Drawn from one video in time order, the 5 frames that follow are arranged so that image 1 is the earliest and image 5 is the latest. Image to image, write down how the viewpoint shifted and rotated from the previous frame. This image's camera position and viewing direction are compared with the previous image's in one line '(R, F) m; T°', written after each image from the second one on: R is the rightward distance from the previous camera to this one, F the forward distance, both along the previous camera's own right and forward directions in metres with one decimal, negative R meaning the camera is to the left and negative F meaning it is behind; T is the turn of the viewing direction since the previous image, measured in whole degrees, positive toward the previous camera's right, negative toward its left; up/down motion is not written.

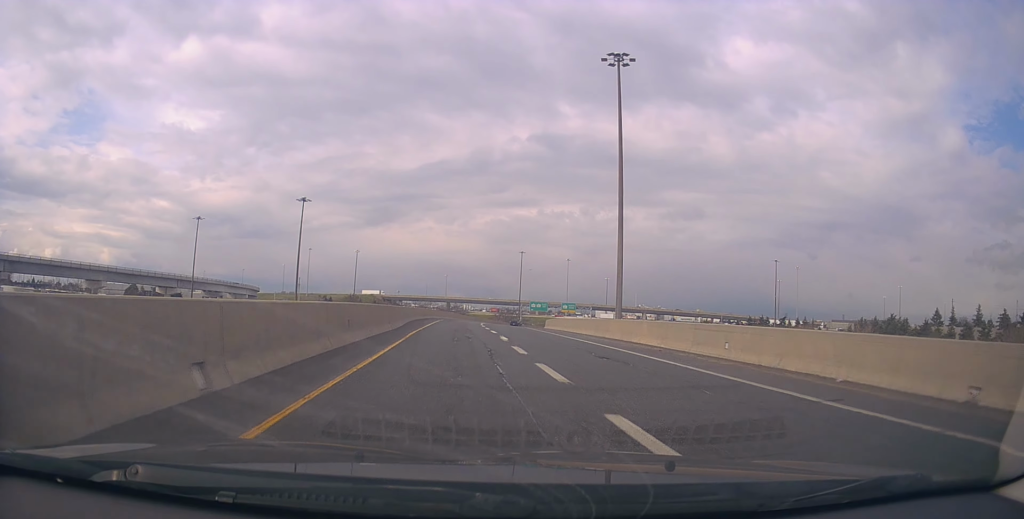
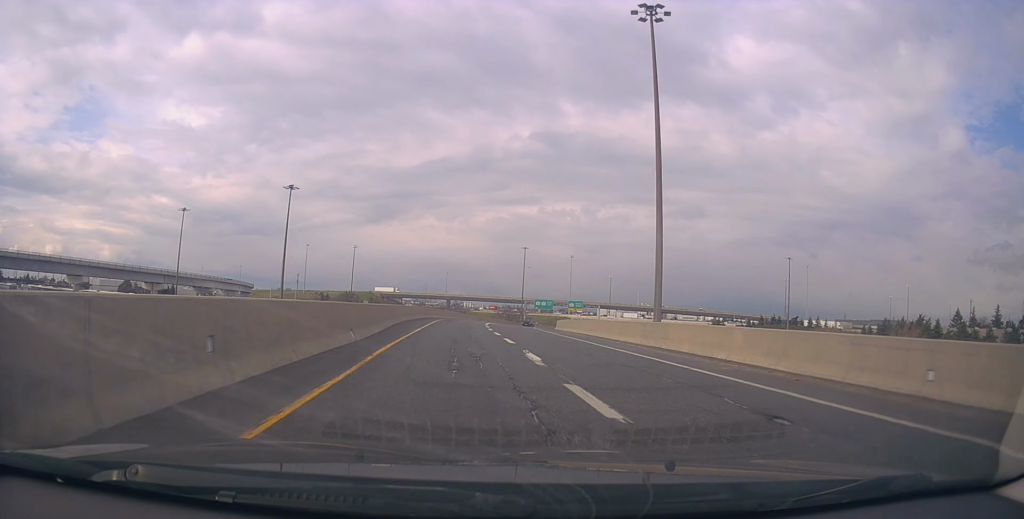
(-0.1, +9.1) m; 0°
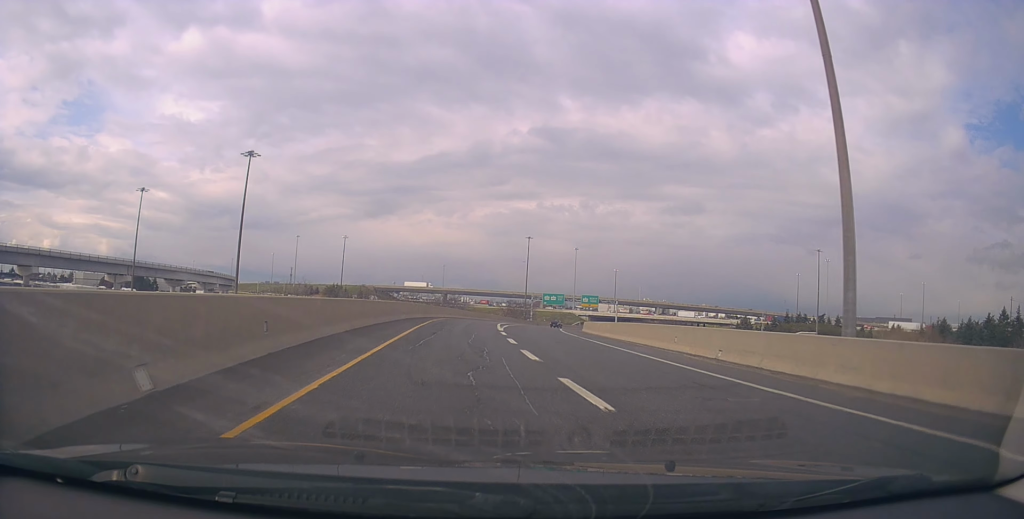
(+0.5, +20.2) m; +1°
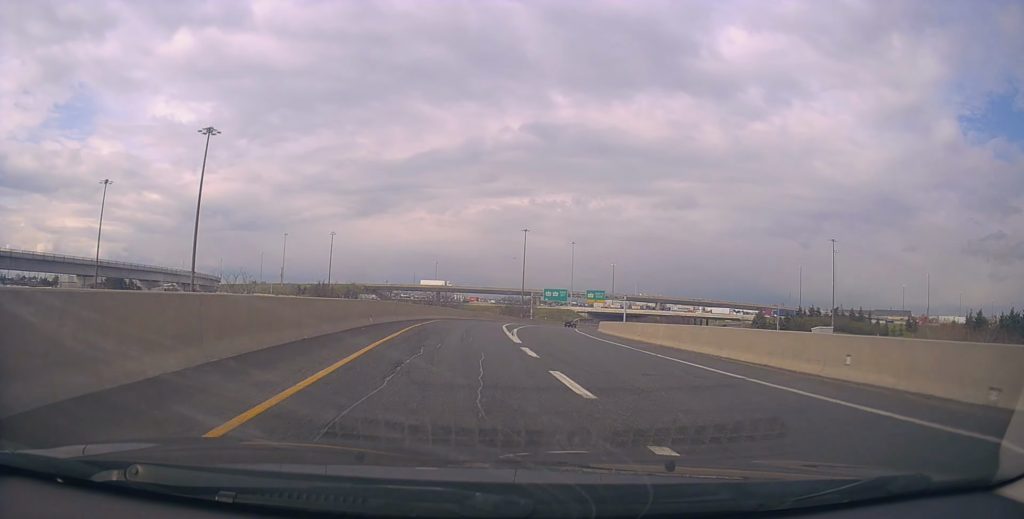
(+0.1, +11.7) m; -1°
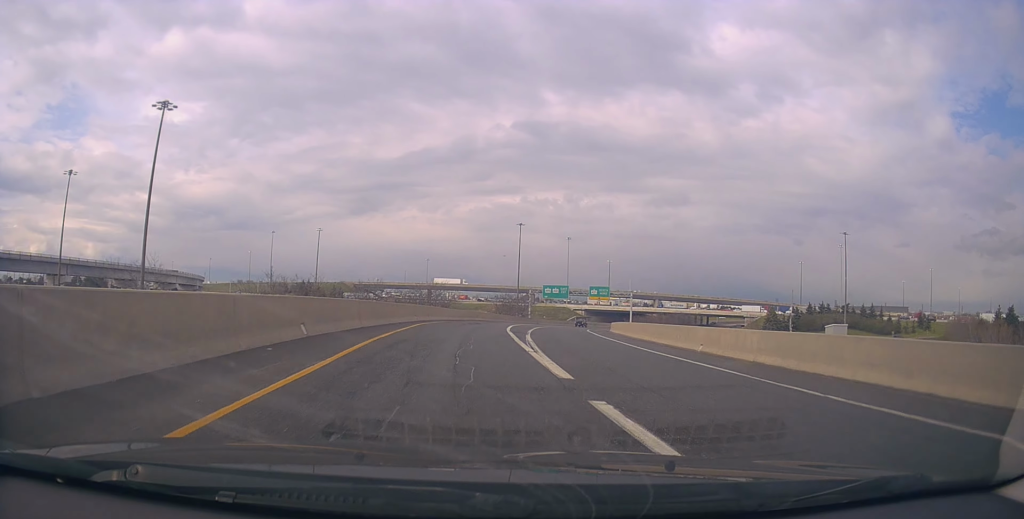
(-0.2, +10.1) m; +1°
